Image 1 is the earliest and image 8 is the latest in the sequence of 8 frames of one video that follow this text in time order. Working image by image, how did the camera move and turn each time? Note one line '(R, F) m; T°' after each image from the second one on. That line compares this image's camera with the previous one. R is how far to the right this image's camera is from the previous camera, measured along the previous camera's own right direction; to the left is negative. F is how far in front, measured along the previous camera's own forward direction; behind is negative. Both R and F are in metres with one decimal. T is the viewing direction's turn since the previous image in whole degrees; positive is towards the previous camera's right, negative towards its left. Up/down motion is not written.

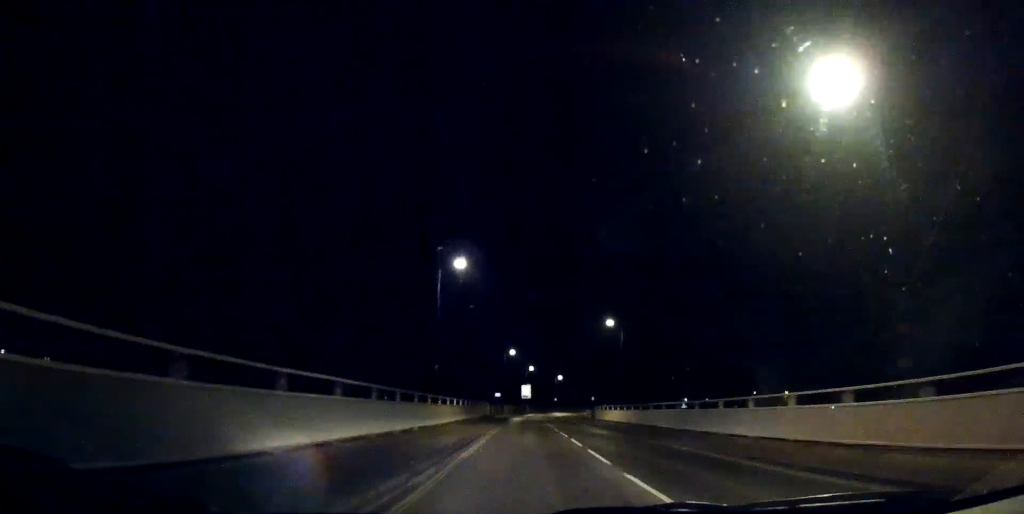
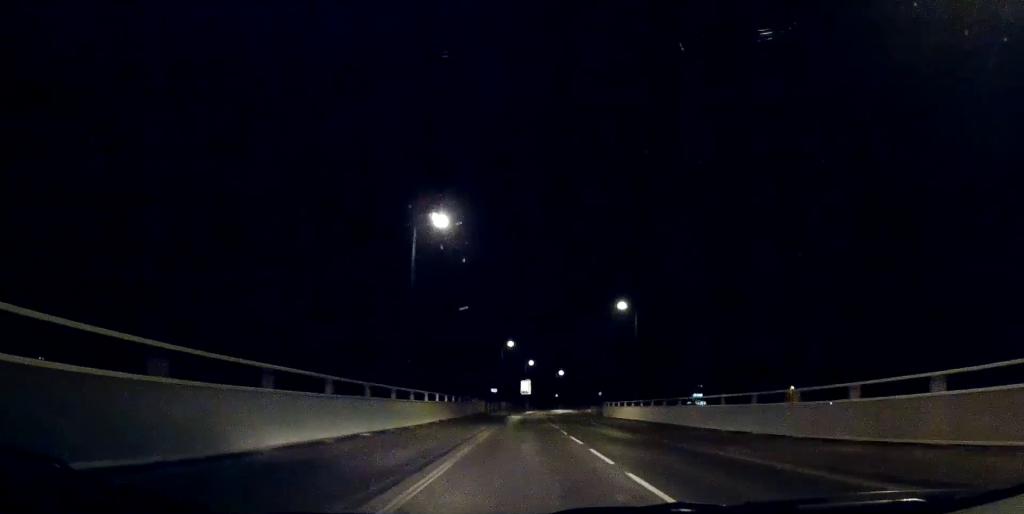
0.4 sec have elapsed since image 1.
(0.0, +6.9) m; 0°
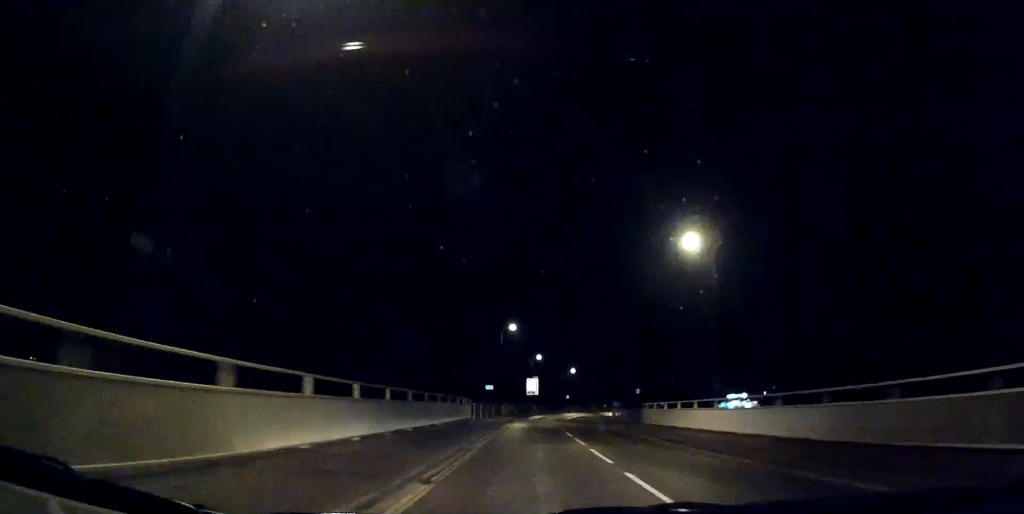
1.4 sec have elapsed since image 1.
(0.0, +17.8) m; 0°
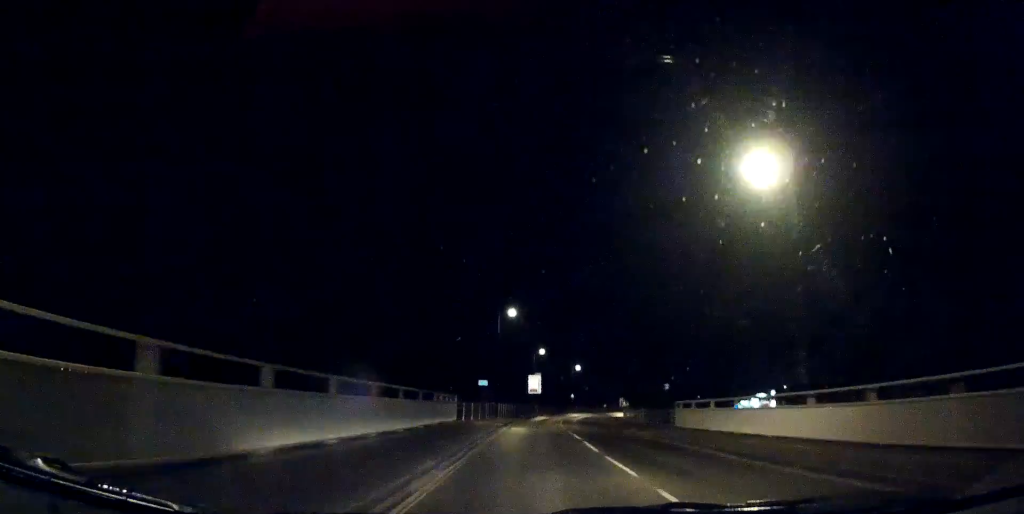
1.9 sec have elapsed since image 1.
(0.0, +8.6) m; 0°
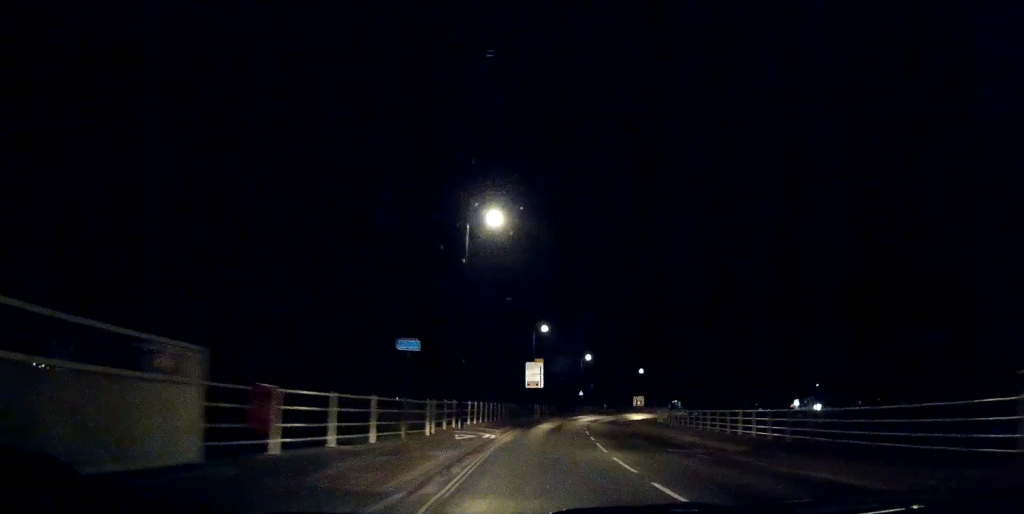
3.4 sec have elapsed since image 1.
(-0.1, +24.6) m; +1°
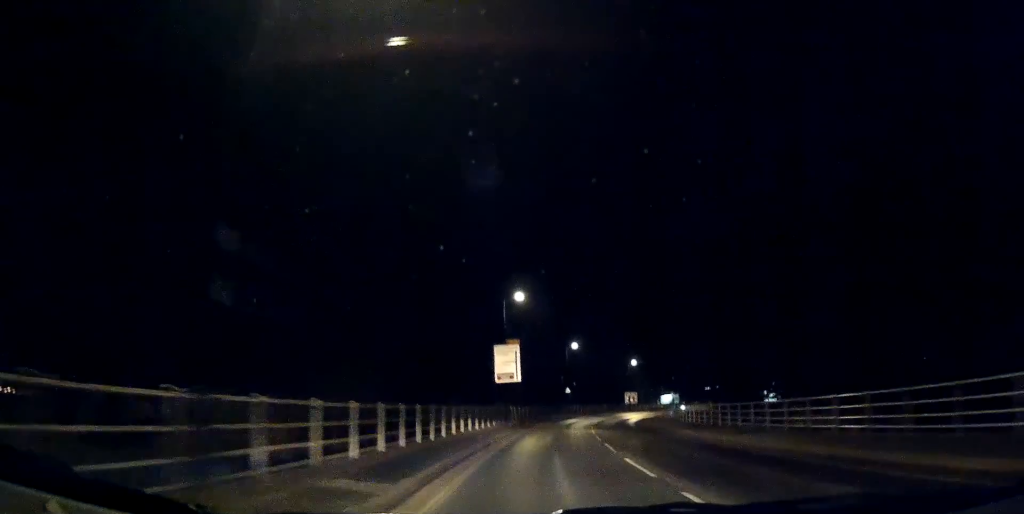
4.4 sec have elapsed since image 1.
(+0.4, +17.5) m; +3°
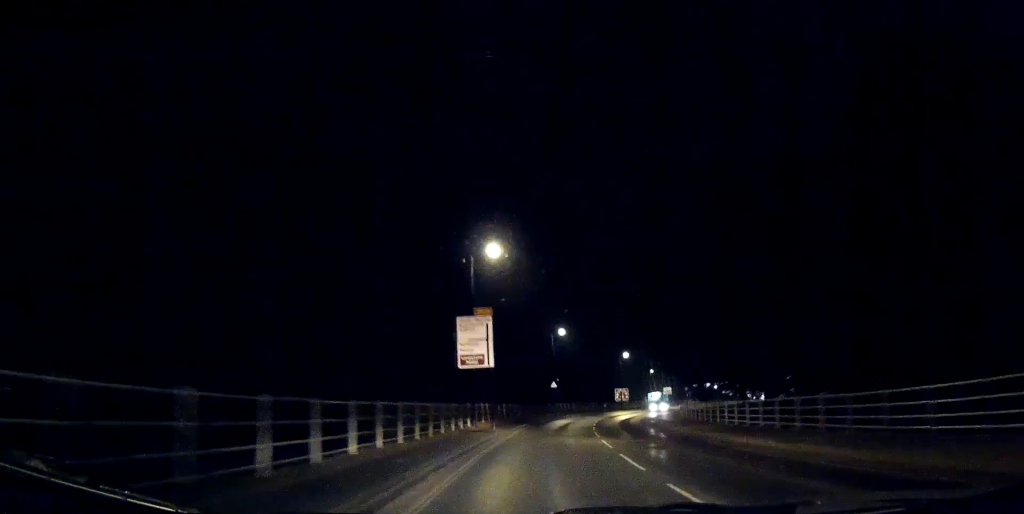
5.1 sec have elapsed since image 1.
(+0.1, +11.2) m; +2°
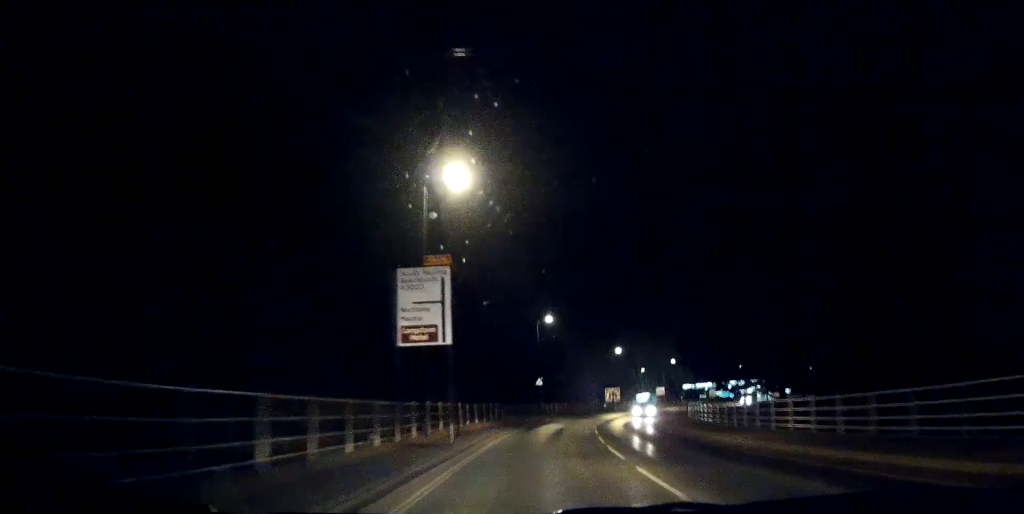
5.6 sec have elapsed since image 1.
(+0.2, +9.5) m; +2°
